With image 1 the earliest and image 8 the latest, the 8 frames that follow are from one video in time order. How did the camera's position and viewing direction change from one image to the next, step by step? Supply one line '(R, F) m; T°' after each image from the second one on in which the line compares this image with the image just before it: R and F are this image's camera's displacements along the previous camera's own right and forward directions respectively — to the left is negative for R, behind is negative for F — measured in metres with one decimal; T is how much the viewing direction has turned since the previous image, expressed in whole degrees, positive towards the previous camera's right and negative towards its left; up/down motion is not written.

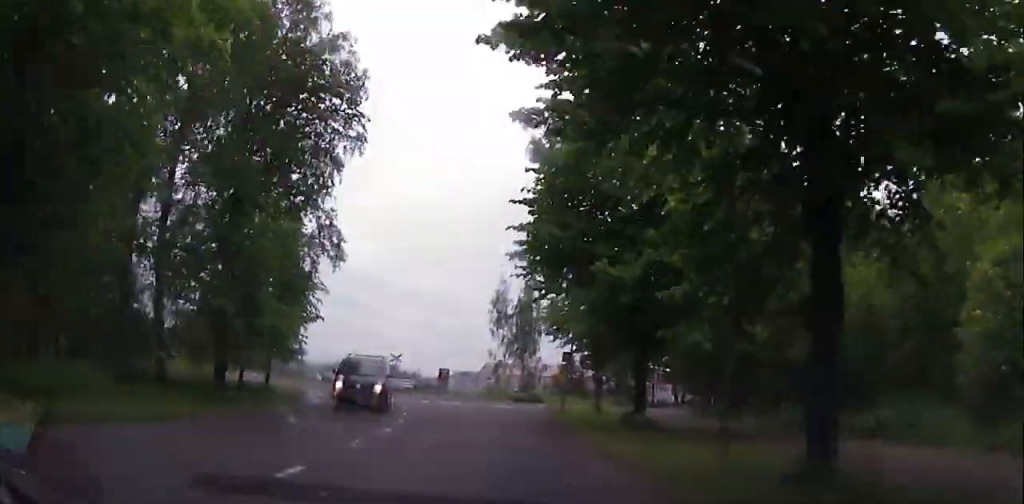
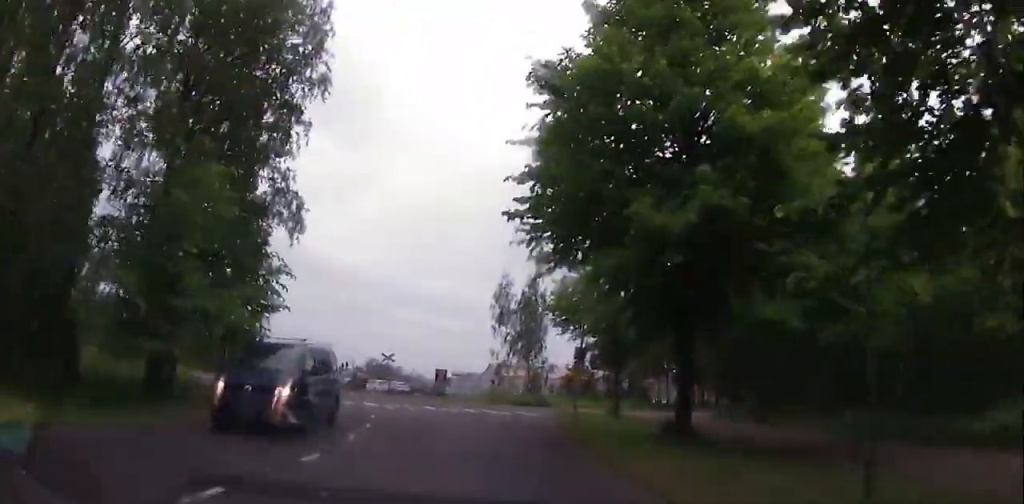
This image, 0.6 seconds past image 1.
(-0.3, +6.3) m; -1°
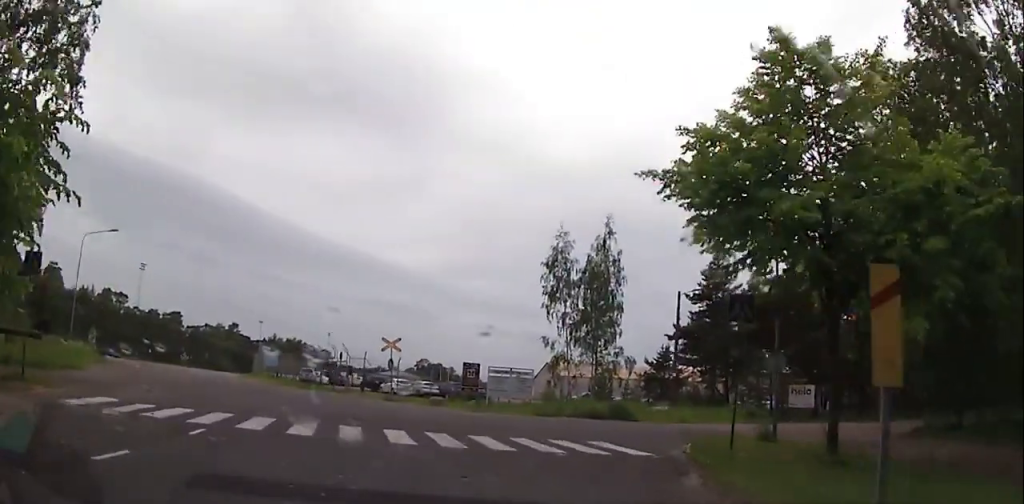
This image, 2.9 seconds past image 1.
(-2.3, +20.4) m; -19°
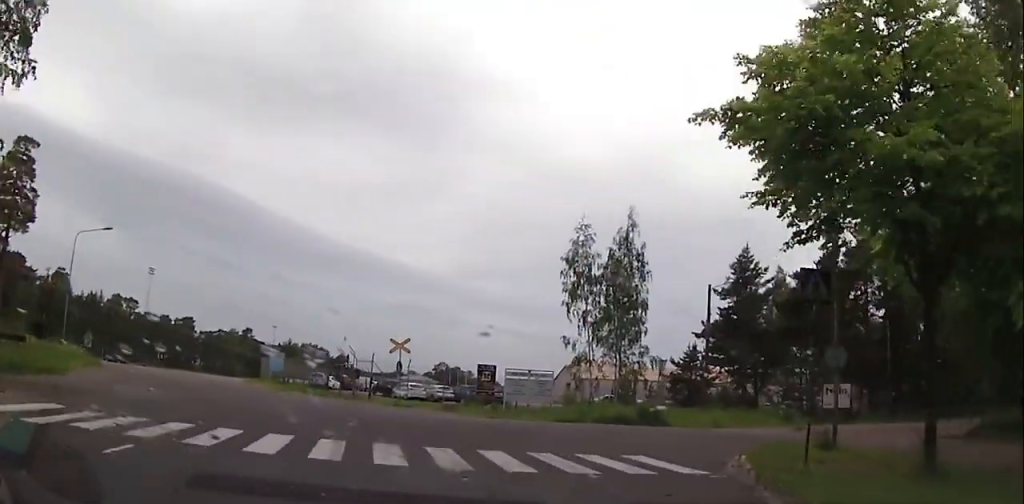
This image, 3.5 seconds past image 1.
(-0.5, +3.9) m; -2°
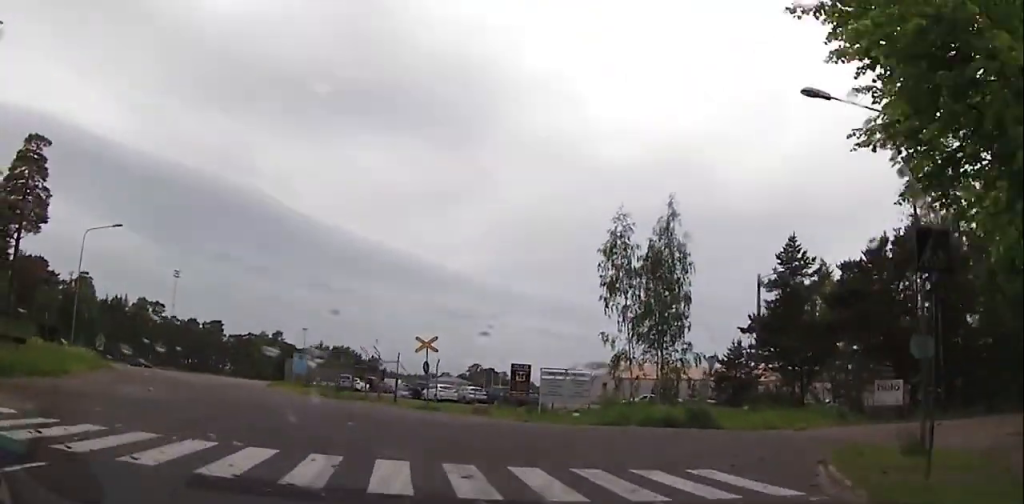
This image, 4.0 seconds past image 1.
(+0.1, +3.3) m; 0°
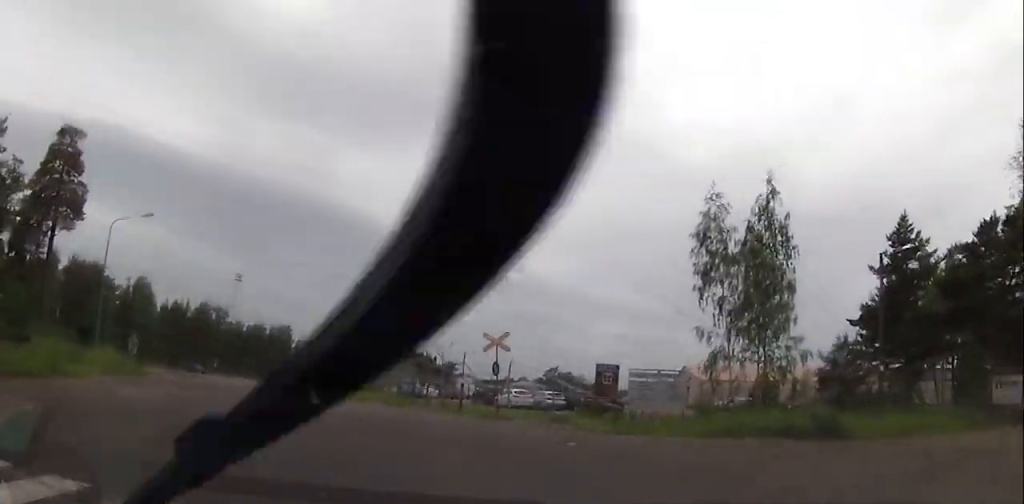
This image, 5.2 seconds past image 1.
(+0.1, +5.8) m; -5°
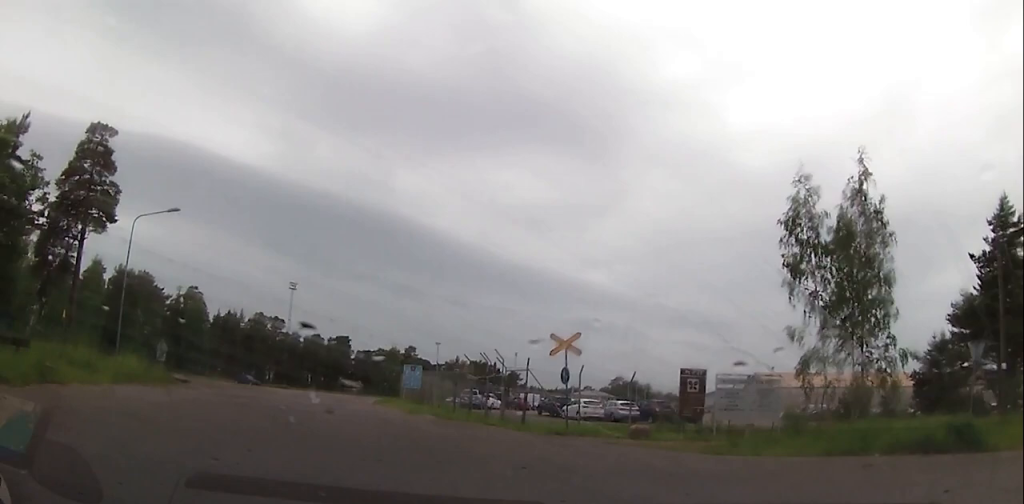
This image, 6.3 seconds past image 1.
(-0.3, +4.2) m; -6°
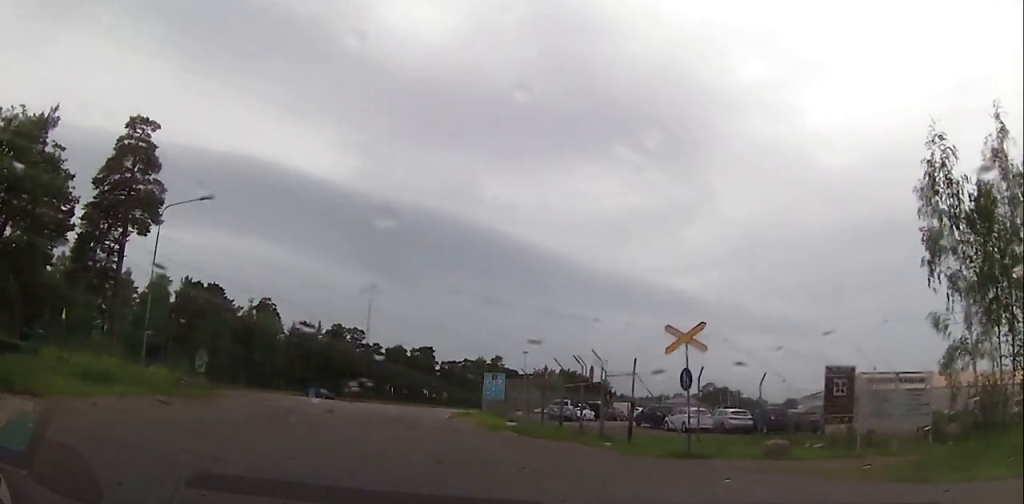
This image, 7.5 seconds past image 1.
(-0.1, +5.4) m; -5°
